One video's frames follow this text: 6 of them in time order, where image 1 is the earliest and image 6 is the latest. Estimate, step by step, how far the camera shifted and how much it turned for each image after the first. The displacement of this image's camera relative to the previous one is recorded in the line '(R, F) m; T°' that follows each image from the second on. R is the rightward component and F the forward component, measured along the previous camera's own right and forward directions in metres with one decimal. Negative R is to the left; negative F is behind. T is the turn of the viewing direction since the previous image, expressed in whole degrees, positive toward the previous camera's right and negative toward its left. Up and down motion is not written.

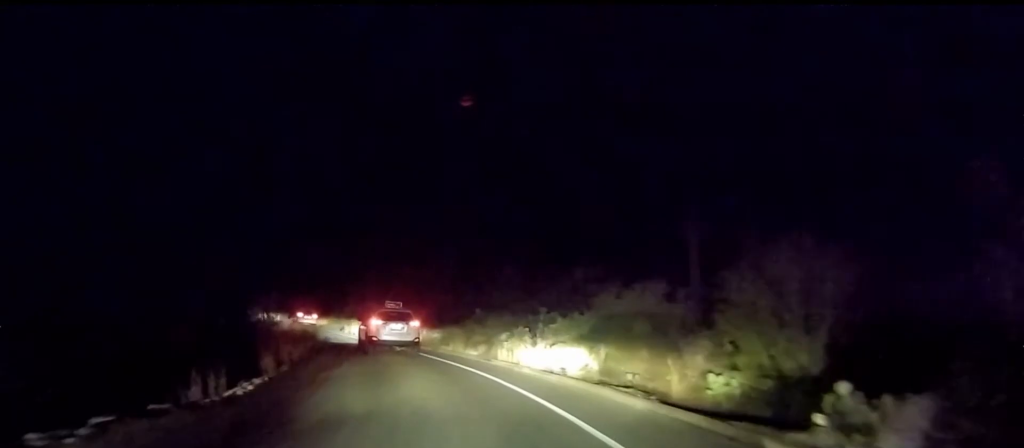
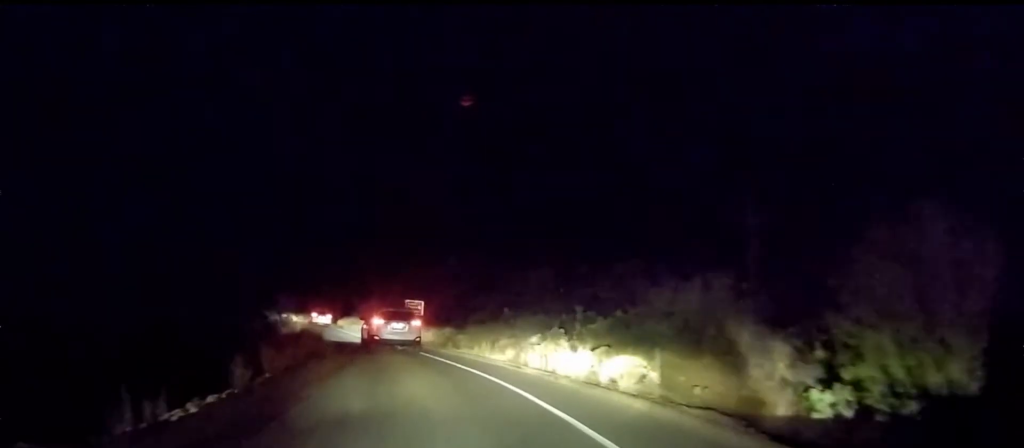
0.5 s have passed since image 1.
(-0.5, +2.8) m; -4°
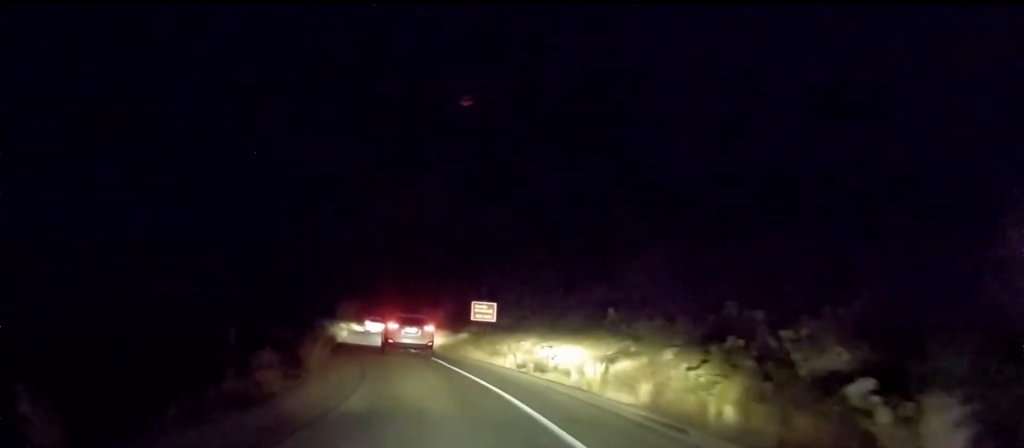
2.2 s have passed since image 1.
(0.0, +8.5) m; -10°
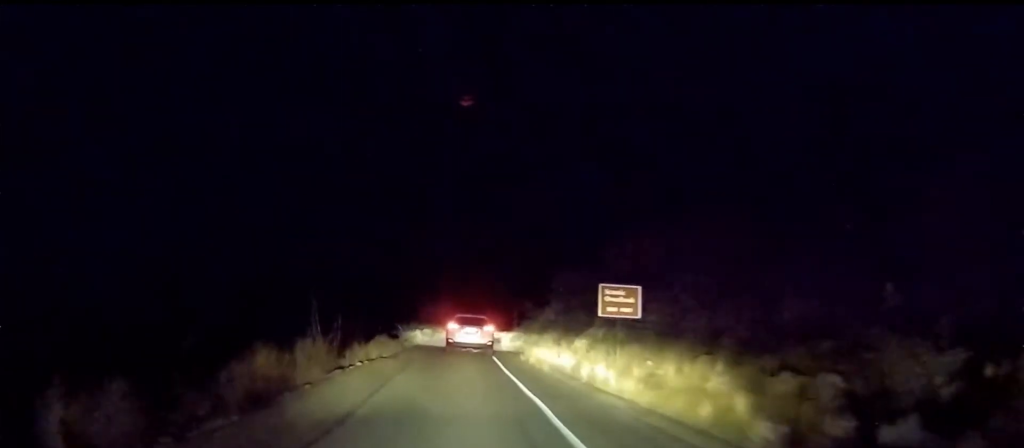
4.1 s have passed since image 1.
(+0.2, +9.8) m; -1°
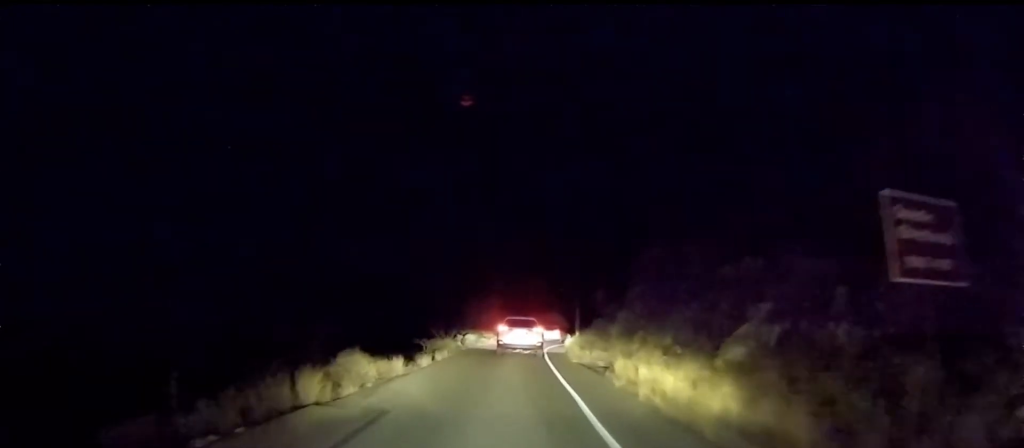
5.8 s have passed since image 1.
(-1.1, +9.4) m; -11°
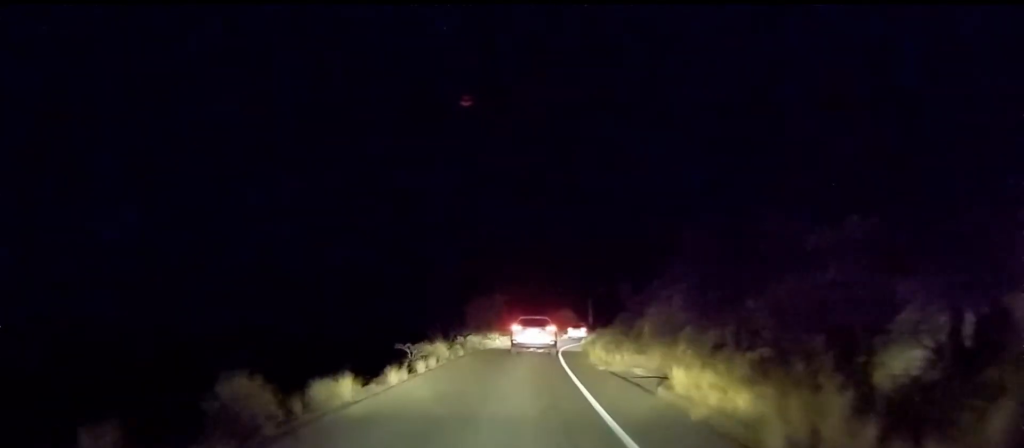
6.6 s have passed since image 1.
(+0.1, +4.5) m; -5°
